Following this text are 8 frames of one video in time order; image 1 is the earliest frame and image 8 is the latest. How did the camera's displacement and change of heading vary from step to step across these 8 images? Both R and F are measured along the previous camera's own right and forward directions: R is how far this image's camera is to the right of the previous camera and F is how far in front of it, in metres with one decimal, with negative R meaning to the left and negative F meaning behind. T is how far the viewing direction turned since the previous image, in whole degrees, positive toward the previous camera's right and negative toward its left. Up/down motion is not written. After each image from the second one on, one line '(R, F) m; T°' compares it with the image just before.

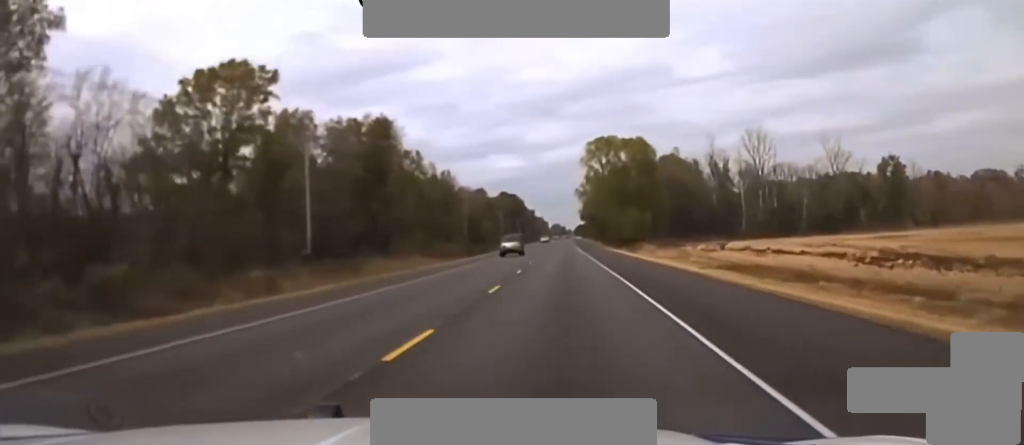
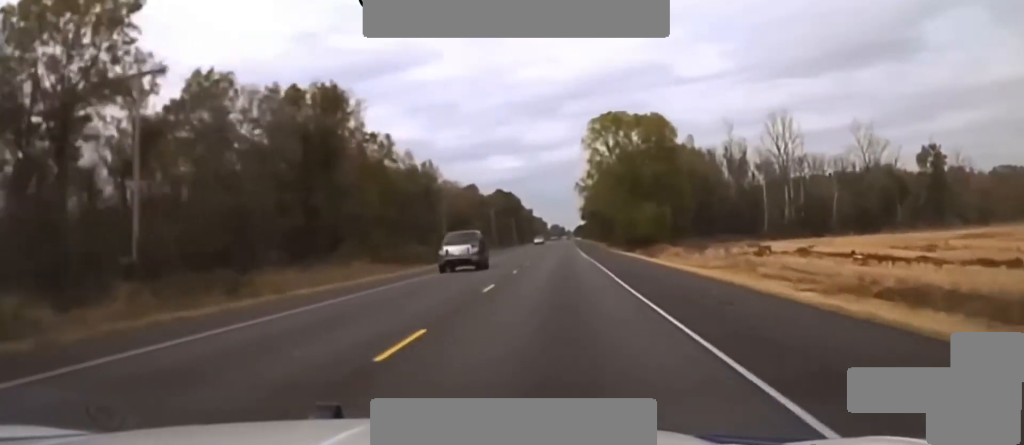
(+0.1, +25.9) m; 0°
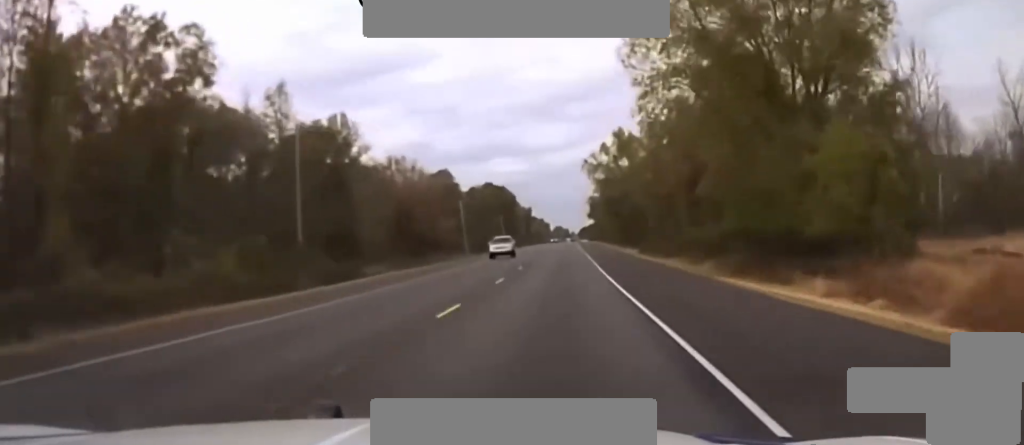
(+0.1, +73.9) m; 0°
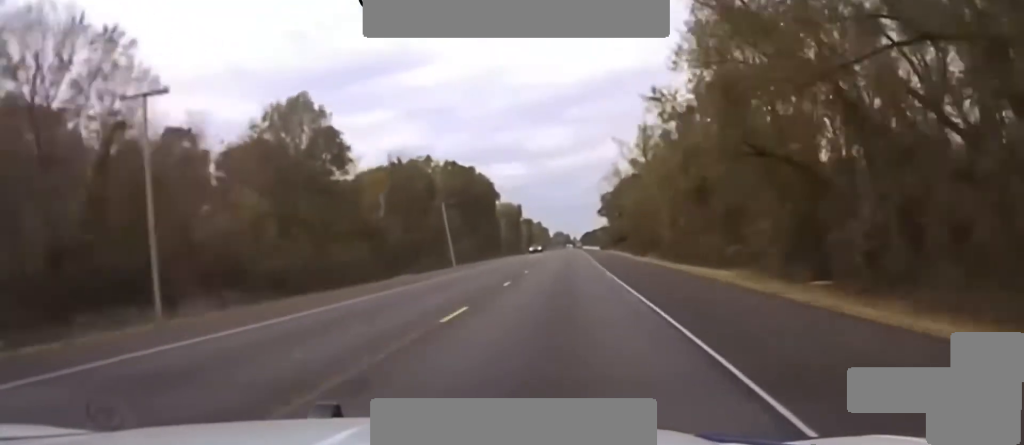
(-0.5, +101.6) m; -1°
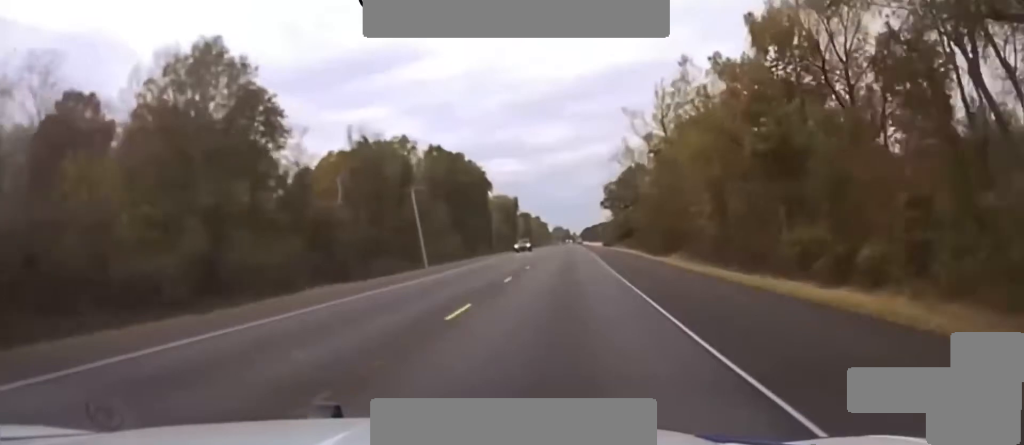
(0.0, +23.1) m; 0°
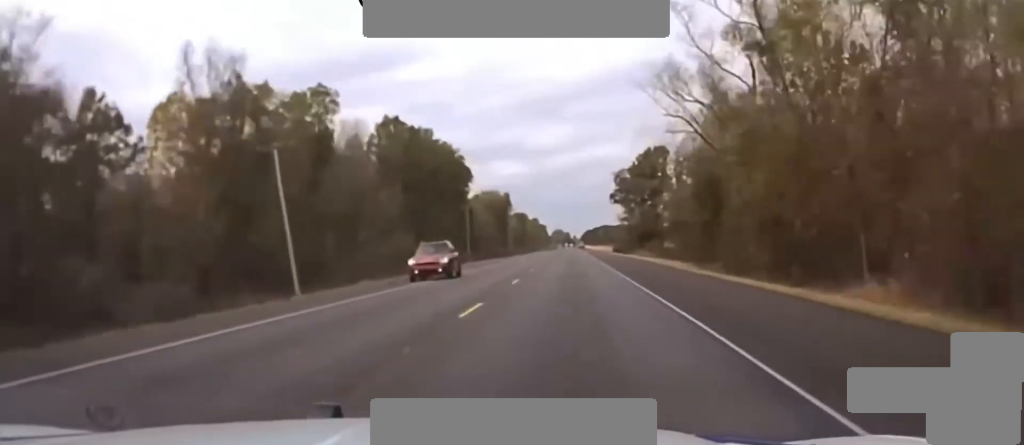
(0.0, +47.2) m; 0°
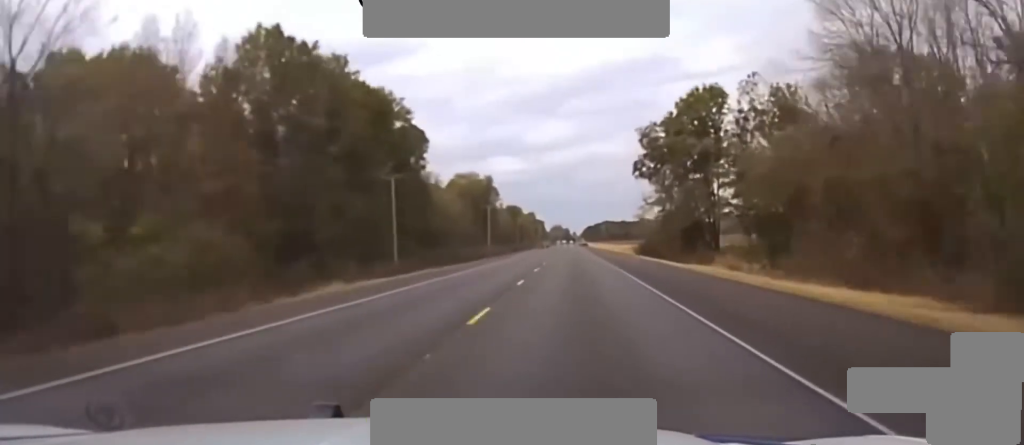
(+0.1, +61.4) m; -1°
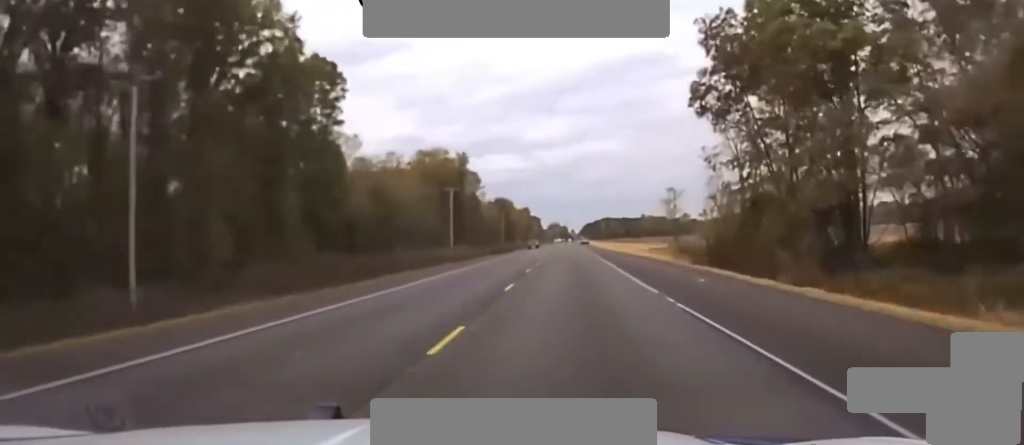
(-0.5, +55.2) m; -1°
